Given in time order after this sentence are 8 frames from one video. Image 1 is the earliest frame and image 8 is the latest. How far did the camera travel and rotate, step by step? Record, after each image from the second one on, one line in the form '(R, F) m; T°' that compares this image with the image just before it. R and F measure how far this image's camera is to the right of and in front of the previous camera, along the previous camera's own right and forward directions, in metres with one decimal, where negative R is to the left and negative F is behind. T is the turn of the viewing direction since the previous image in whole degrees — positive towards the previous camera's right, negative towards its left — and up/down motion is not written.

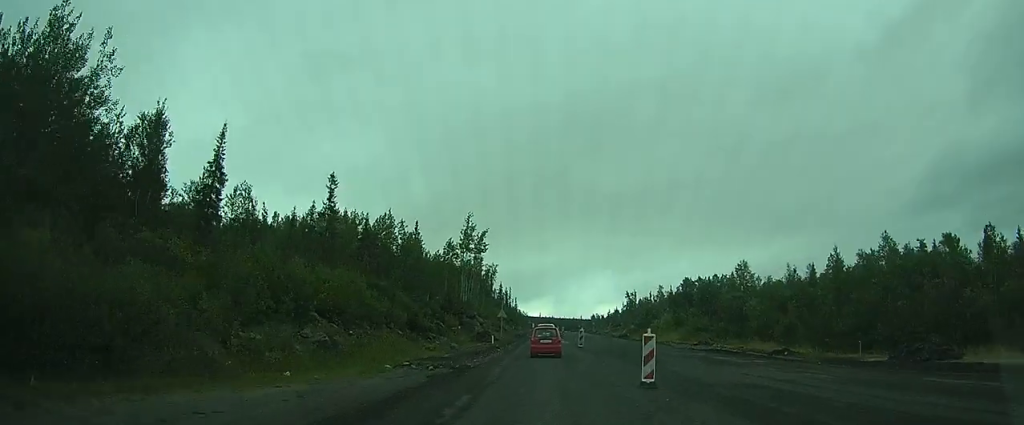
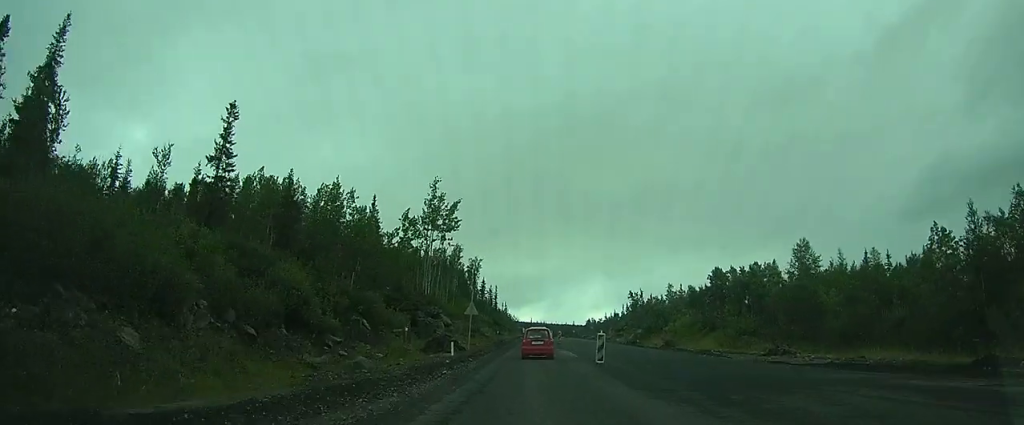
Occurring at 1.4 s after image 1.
(-0.1, +17.6) m; -1°
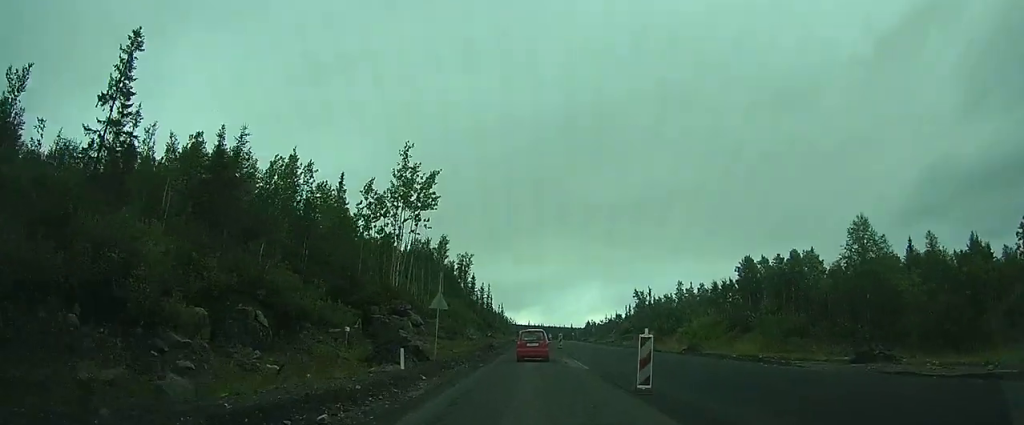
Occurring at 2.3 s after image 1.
(-0.2, +10.2) m; -1°
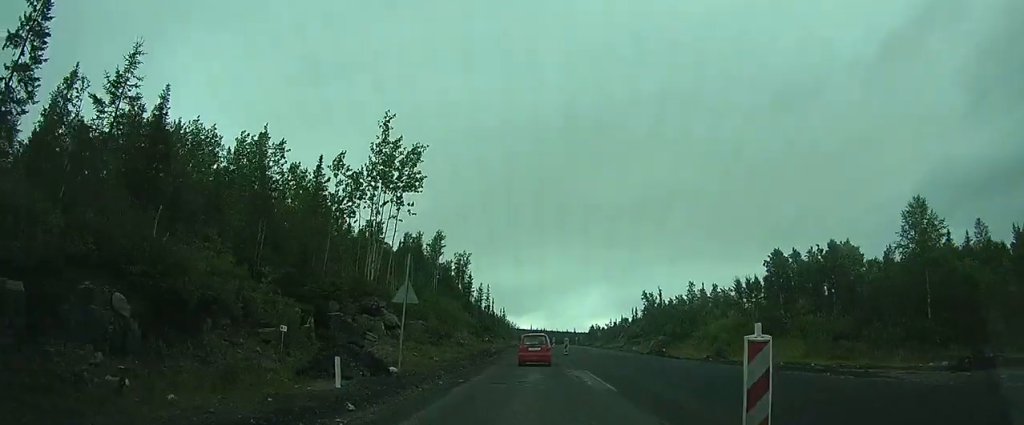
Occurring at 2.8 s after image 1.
(-0.1, +6.5) m; 0°
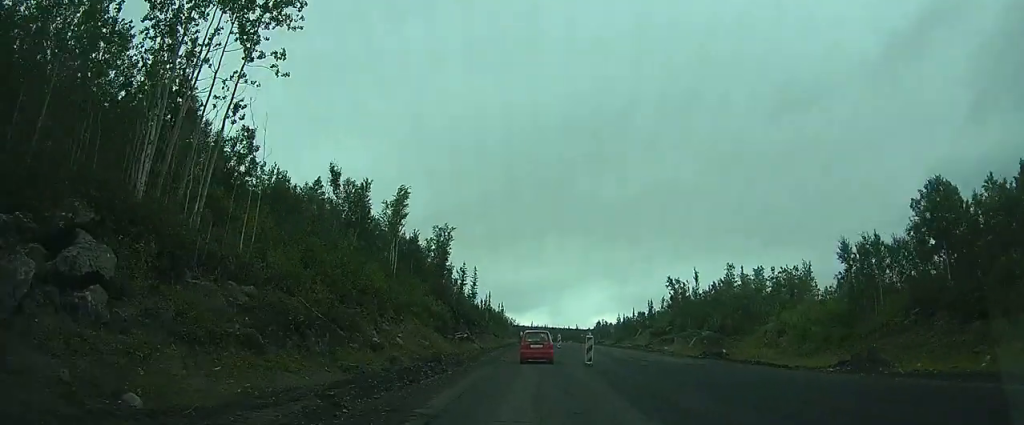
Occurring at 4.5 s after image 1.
(0.0, +21.2) m; 0°
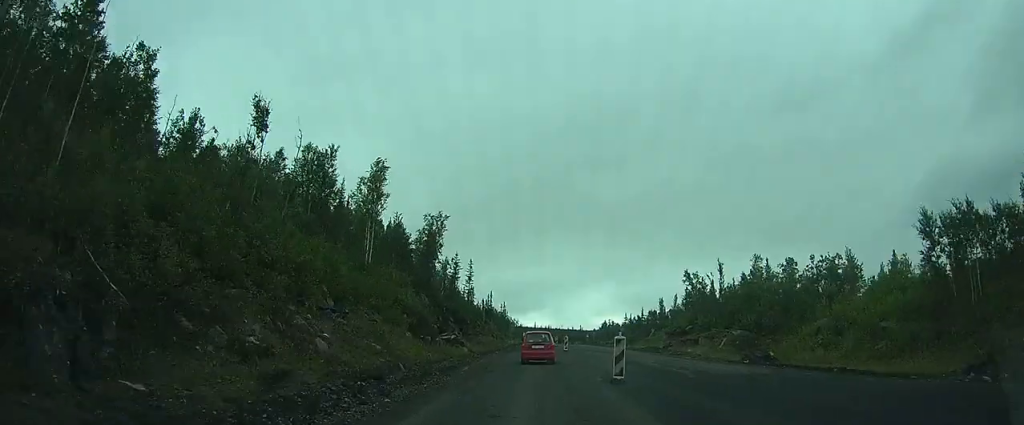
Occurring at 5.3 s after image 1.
(0.0, +9.0) m; 0°
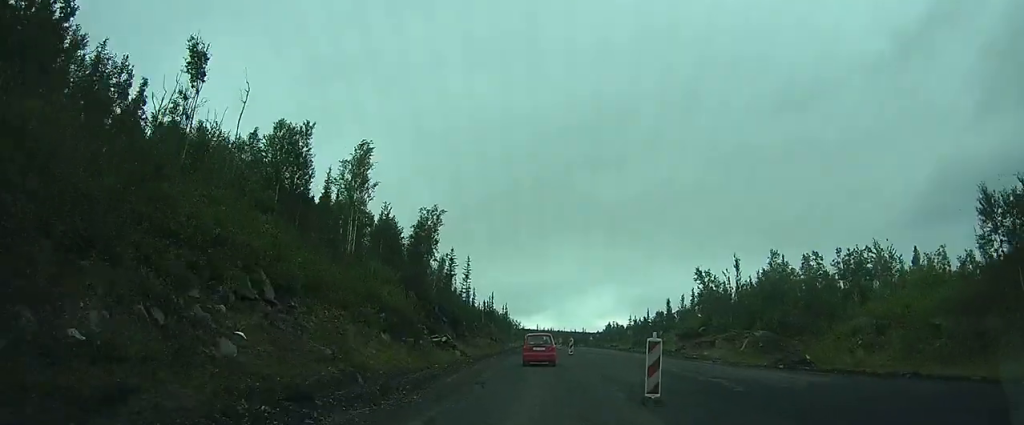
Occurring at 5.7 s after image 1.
(0.0, +4.9) m; 0°
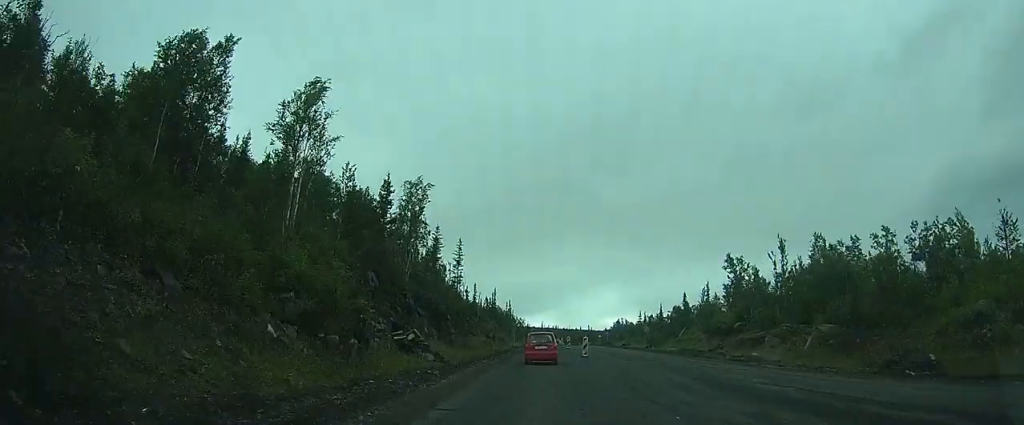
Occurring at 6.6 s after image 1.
(0.0, +11.0) m; -1°
